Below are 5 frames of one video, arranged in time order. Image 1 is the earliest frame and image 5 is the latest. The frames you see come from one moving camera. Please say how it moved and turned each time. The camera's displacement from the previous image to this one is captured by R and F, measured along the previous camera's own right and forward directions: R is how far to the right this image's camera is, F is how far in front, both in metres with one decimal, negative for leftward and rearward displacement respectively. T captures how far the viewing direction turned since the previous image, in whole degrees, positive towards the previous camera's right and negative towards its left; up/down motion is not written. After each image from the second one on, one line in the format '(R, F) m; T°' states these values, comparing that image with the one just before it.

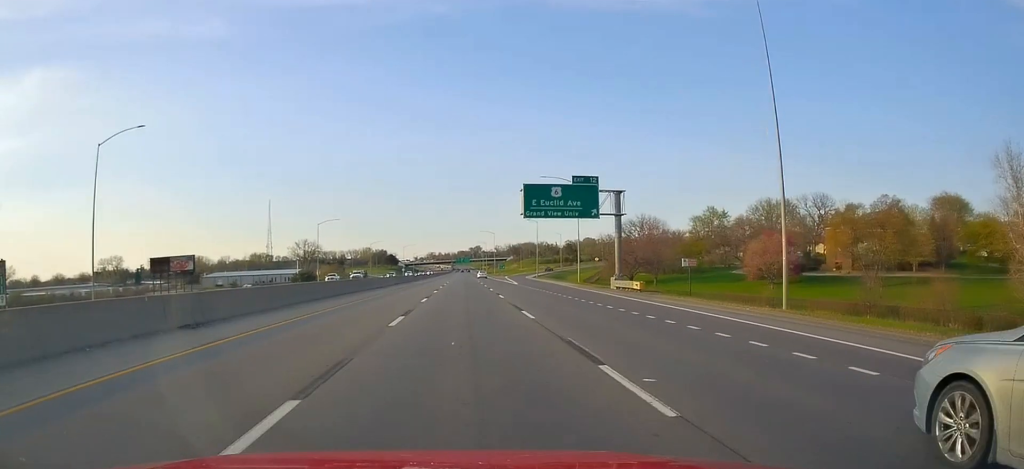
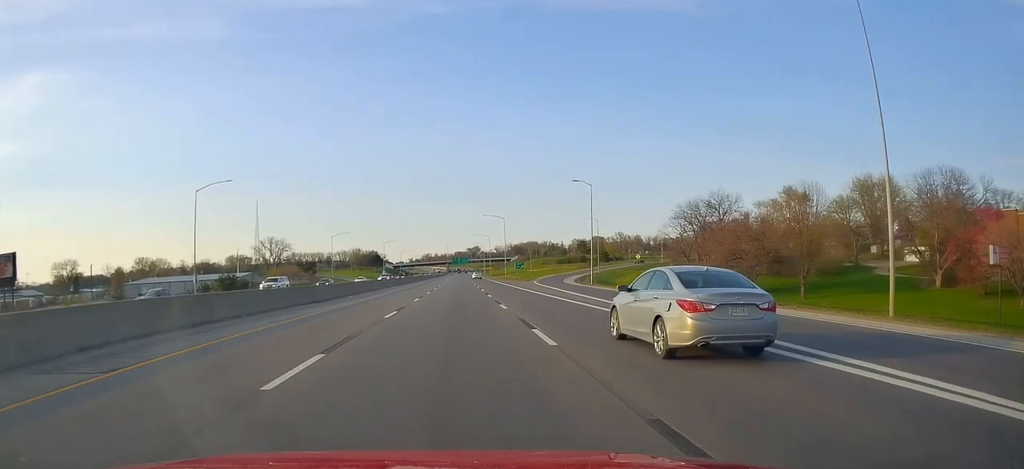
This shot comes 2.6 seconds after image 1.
(-1.0, +68.6) m; 0°
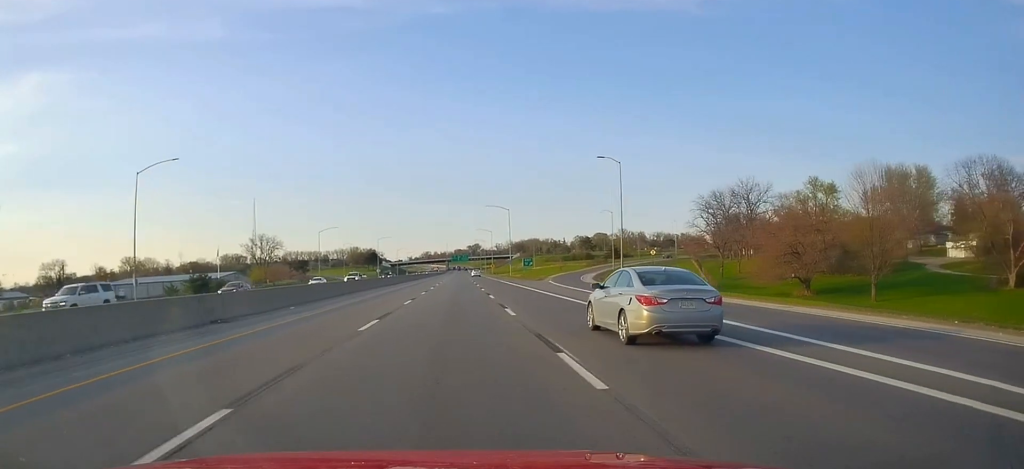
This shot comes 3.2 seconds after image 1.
(+0.4, +16.3) m; 0°
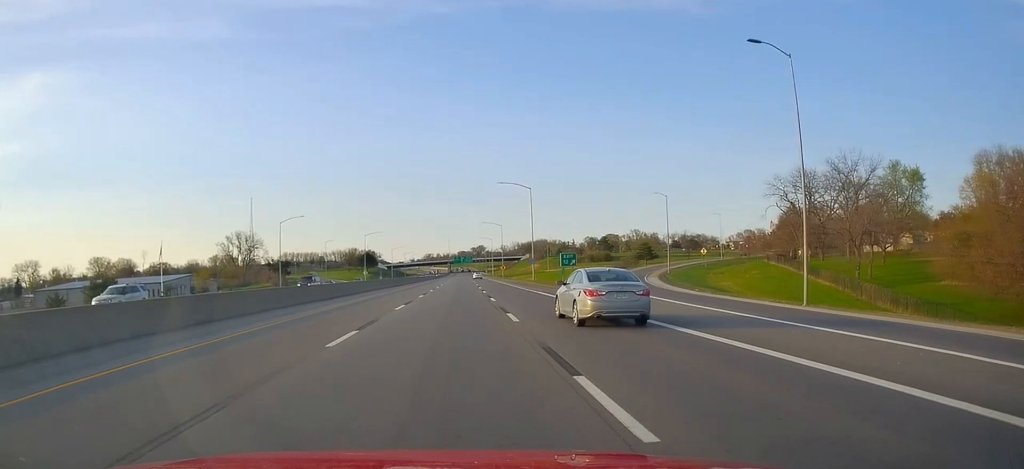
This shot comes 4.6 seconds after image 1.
(-0.7, +38.4) m; -2°
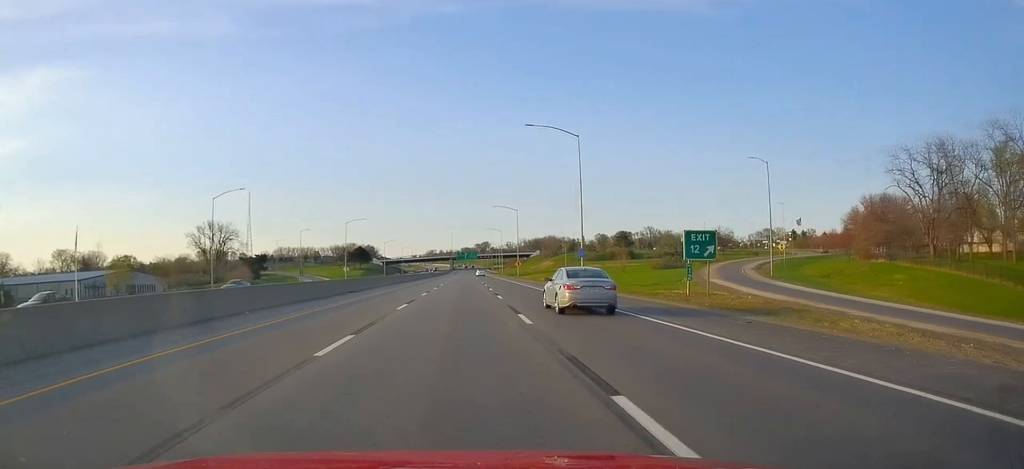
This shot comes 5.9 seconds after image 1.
(-0.4, +37.4) m; +1°
